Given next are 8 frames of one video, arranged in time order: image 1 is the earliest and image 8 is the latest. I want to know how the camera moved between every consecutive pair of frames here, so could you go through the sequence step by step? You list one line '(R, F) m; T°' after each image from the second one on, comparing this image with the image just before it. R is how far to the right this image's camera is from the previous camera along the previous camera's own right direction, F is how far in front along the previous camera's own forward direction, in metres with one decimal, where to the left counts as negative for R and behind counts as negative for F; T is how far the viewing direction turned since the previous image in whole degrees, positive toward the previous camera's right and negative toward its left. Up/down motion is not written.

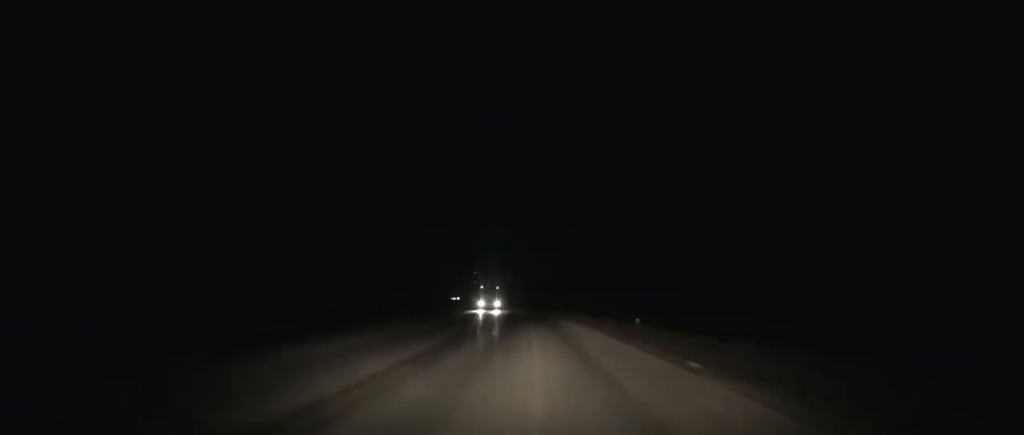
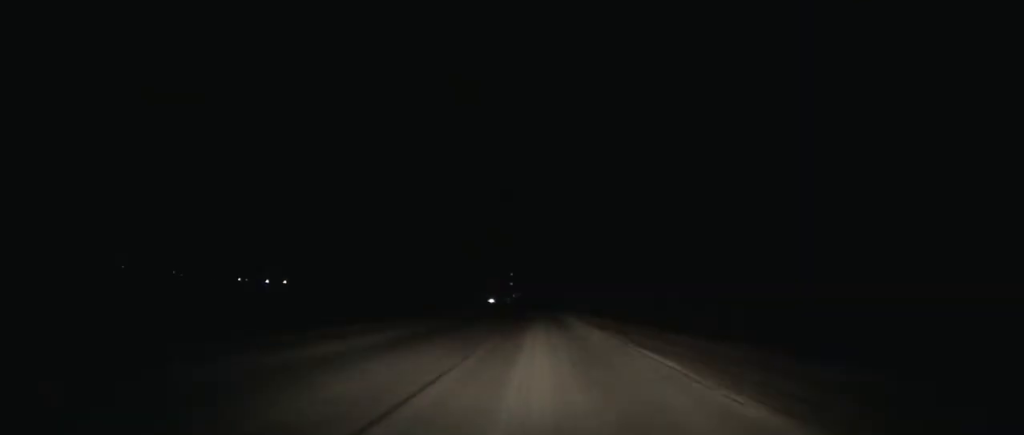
(-2.4, +59.9) m; -3°
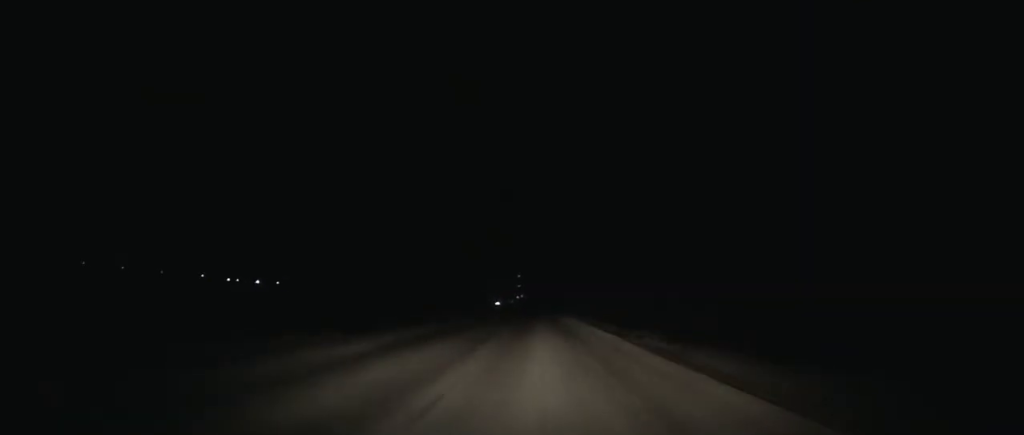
(-0.9, +50.2) m; -2°
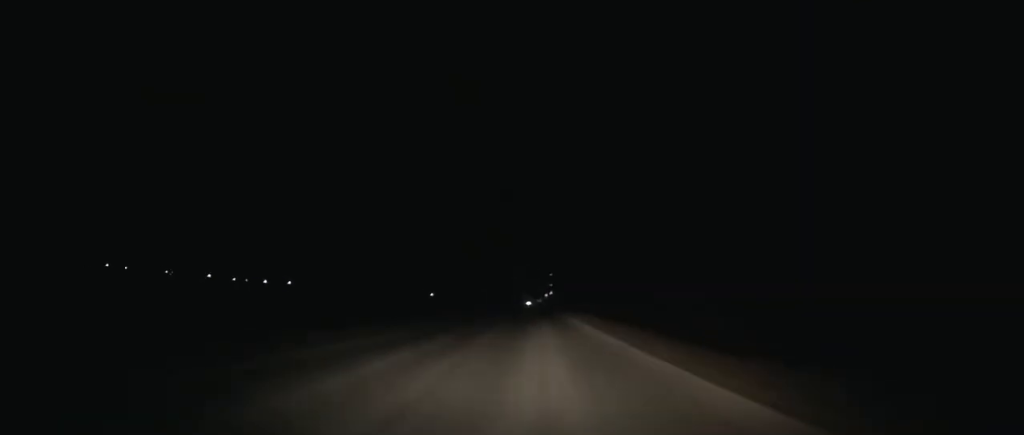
(-1.2, +61.8) m; -2°
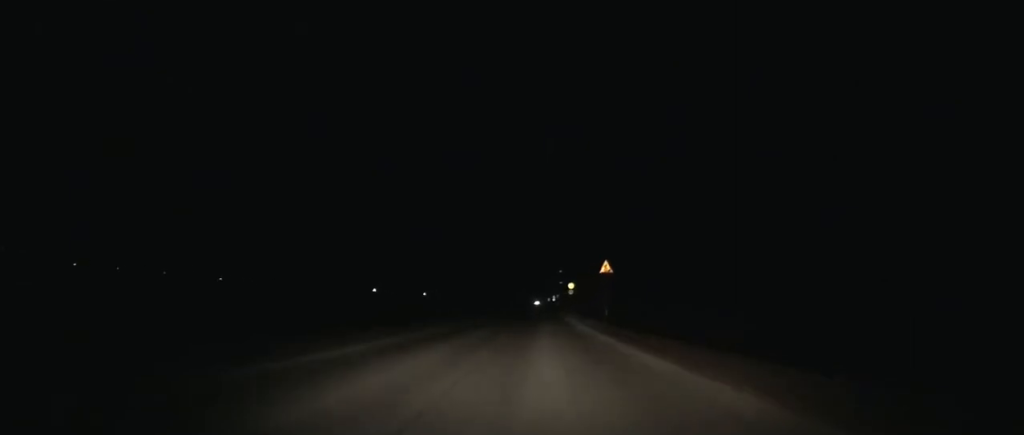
(-2.6, +113.4) m; -2°
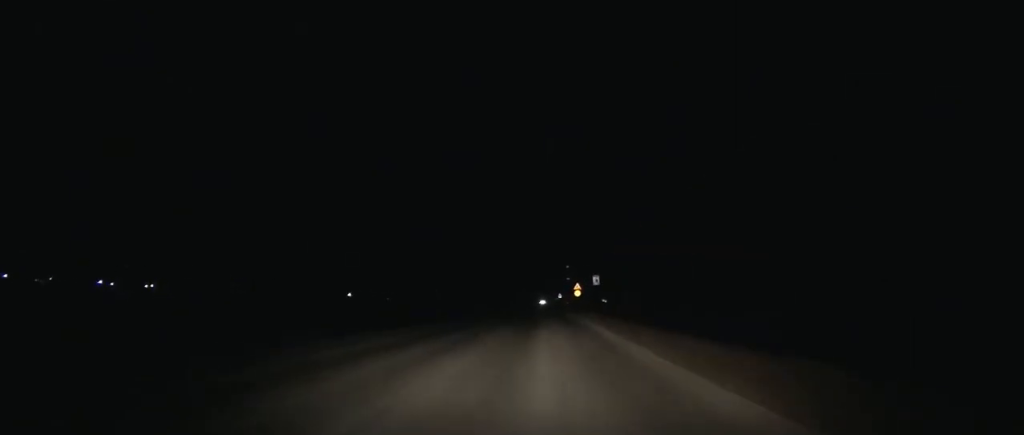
(-0.3, +106.9) m; 0°
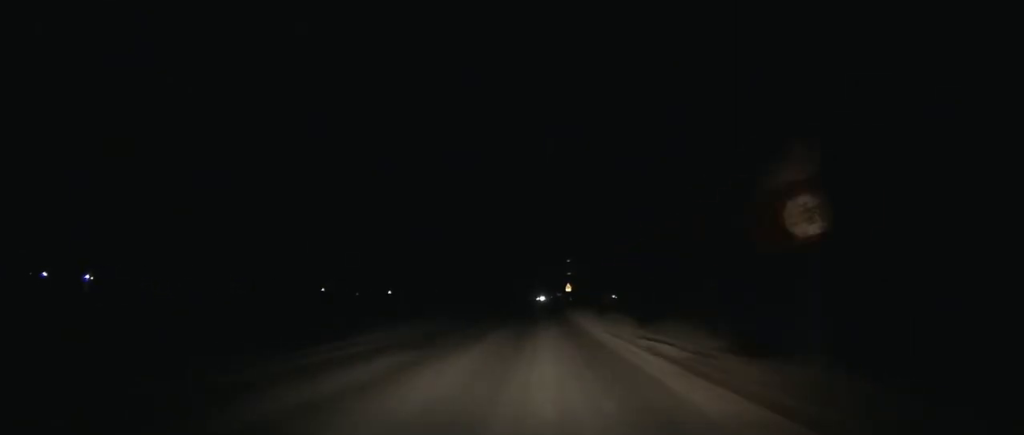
(0.0, +70.1) m; 0°
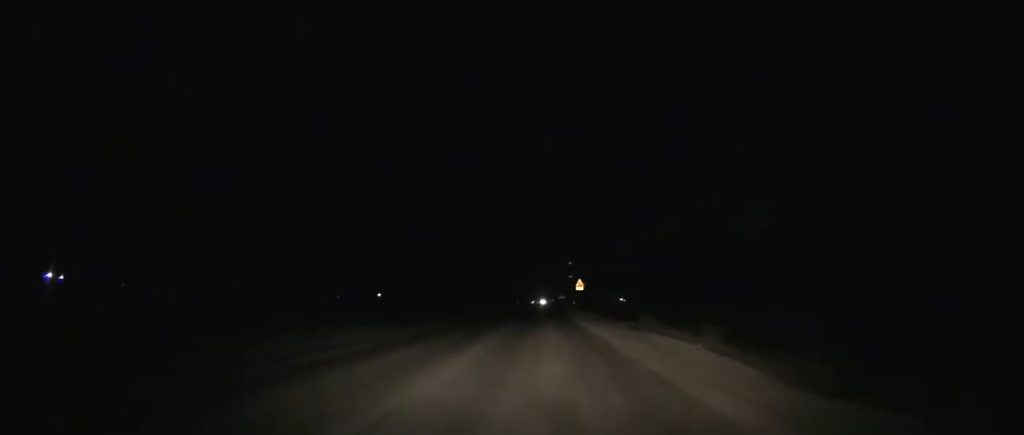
(0.0, +37.1) m; 0°
